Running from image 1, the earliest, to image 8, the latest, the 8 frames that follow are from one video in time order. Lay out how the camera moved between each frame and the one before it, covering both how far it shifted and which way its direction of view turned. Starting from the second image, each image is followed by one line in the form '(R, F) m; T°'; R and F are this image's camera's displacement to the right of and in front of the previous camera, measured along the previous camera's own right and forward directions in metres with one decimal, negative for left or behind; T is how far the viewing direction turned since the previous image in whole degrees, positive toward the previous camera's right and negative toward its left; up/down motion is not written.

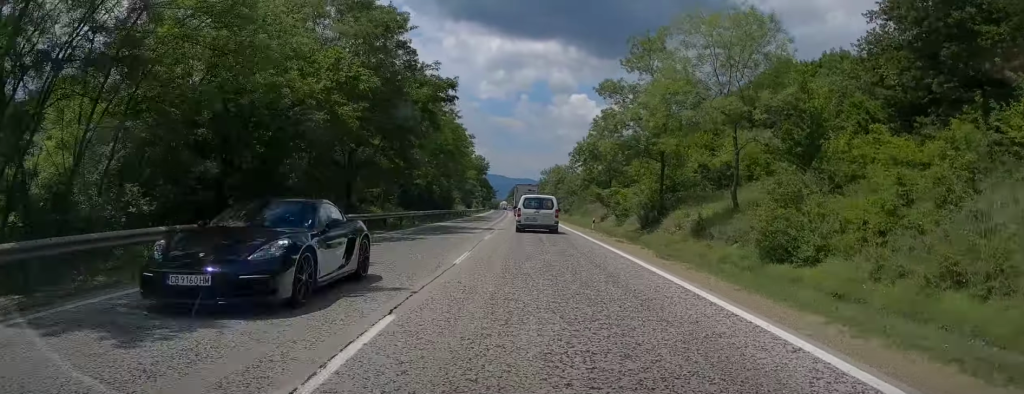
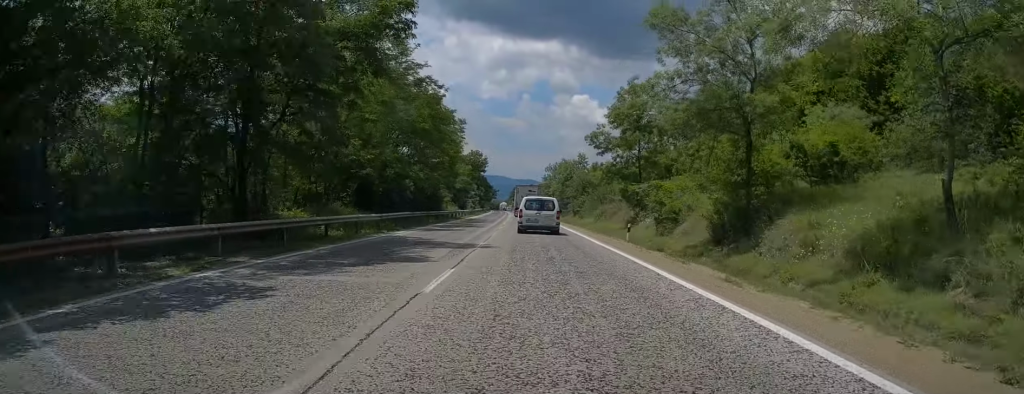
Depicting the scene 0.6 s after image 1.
(0.0, +13.2) m; 0°
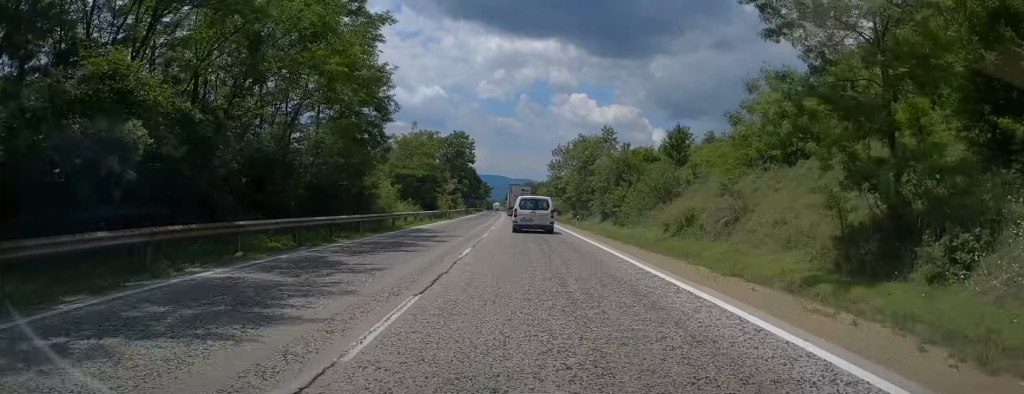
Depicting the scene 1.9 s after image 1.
(0.0, +29.5) m; 0°
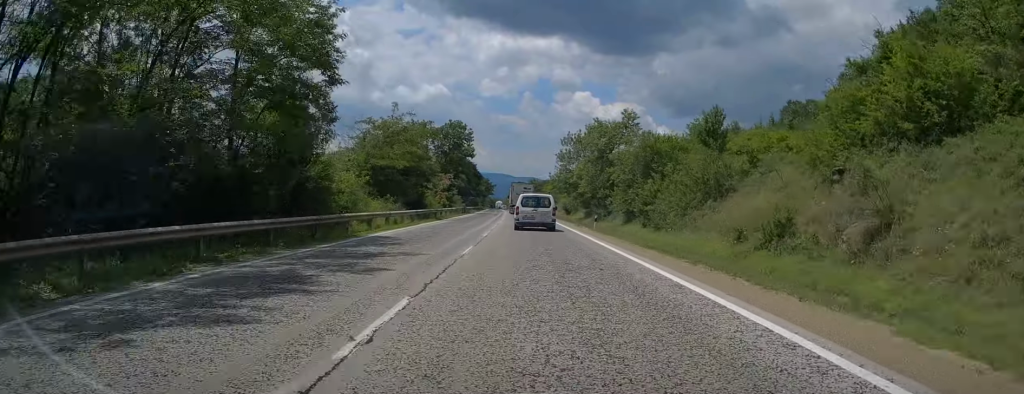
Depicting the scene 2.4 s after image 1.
(0.0, +9.6) m; 0°
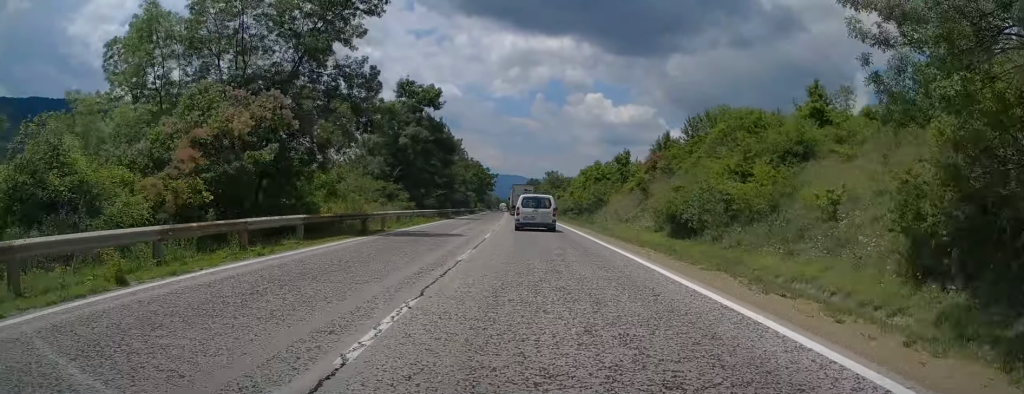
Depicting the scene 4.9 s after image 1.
(-0.6, +55.2) m; -1°
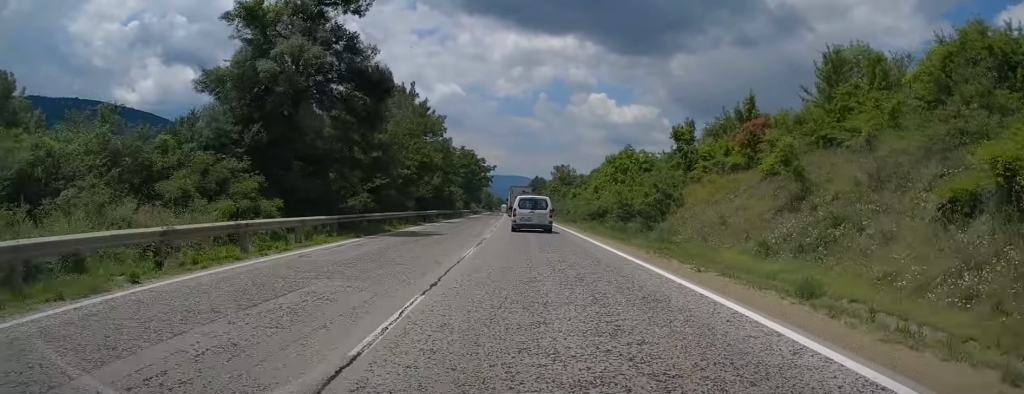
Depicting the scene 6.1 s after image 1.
(+0.2, +26.7) m; 0°
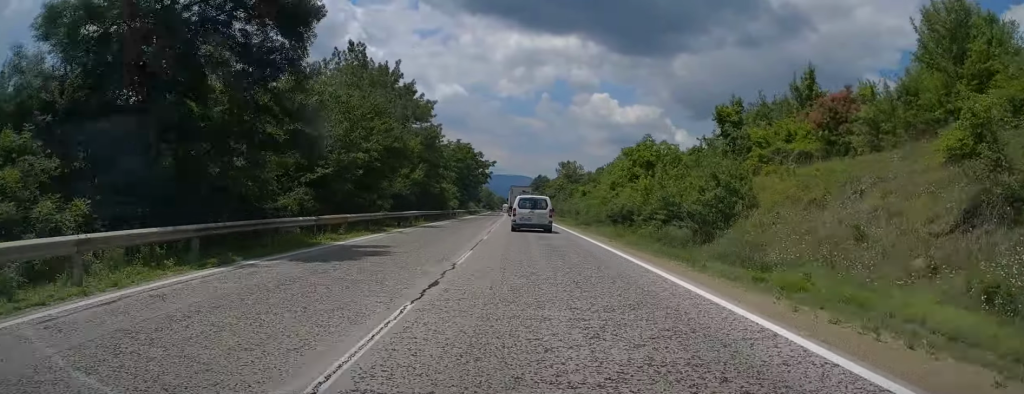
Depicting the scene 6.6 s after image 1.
(-0.1, +10.0) m; 0°
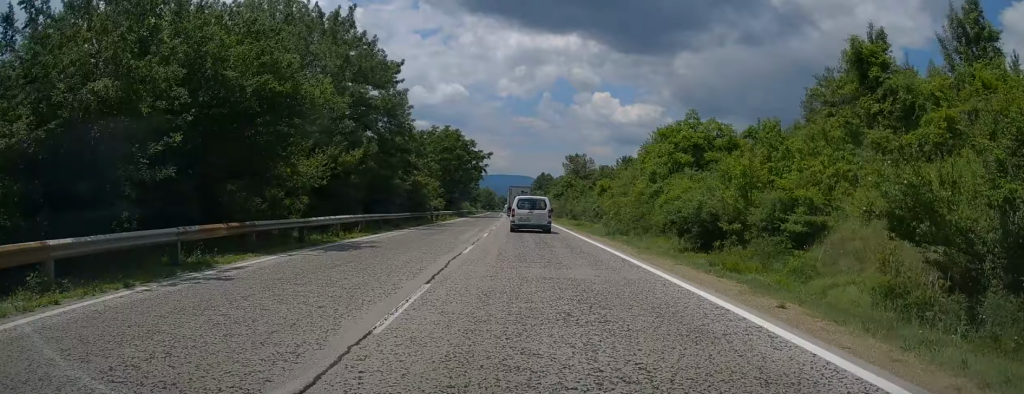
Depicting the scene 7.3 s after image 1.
(-0.3, +15.7) m; 0°
